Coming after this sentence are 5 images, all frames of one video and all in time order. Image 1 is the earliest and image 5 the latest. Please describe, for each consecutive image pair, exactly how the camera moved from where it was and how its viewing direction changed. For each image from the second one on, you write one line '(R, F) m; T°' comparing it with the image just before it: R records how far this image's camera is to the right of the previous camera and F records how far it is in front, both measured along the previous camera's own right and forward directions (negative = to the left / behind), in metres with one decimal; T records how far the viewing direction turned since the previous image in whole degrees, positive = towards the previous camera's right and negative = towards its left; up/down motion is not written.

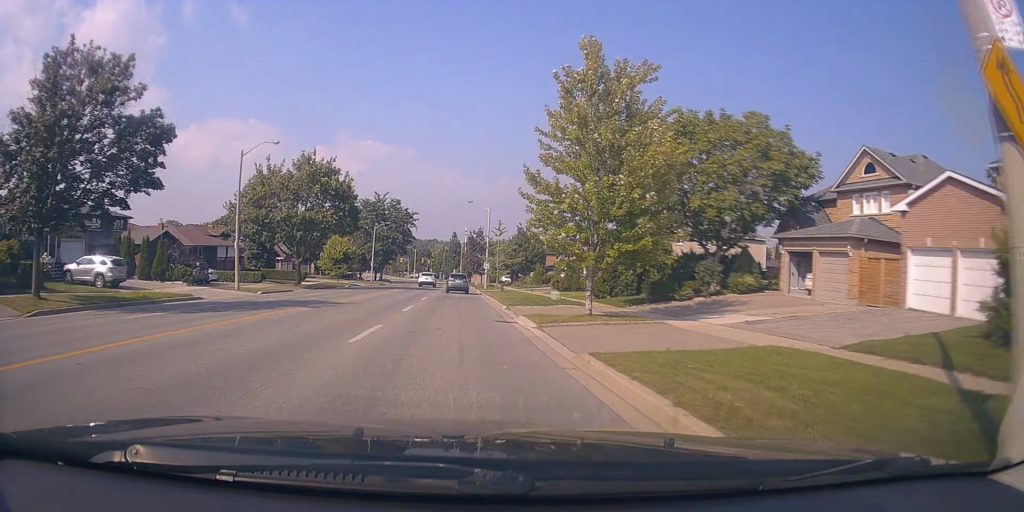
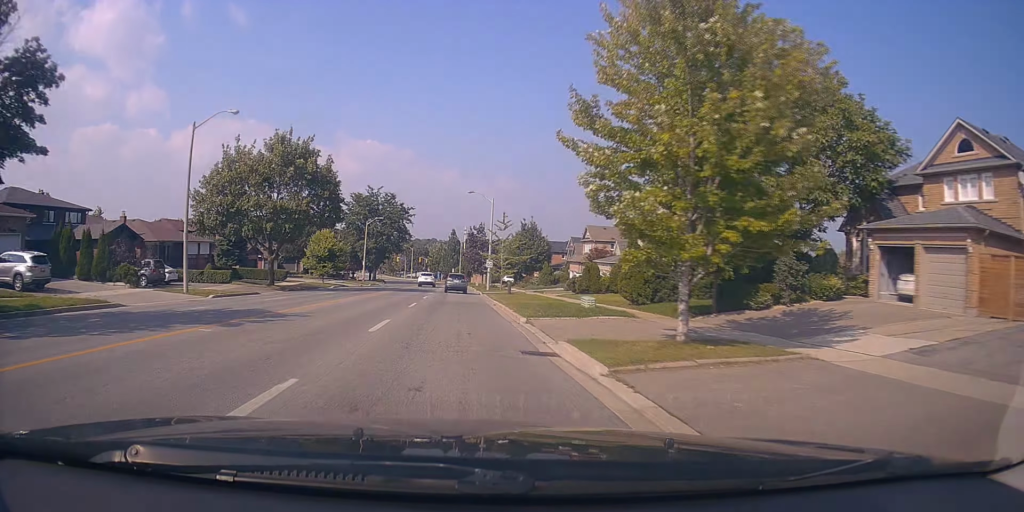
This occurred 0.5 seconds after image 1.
(-0.1, +7.2) m; 0°
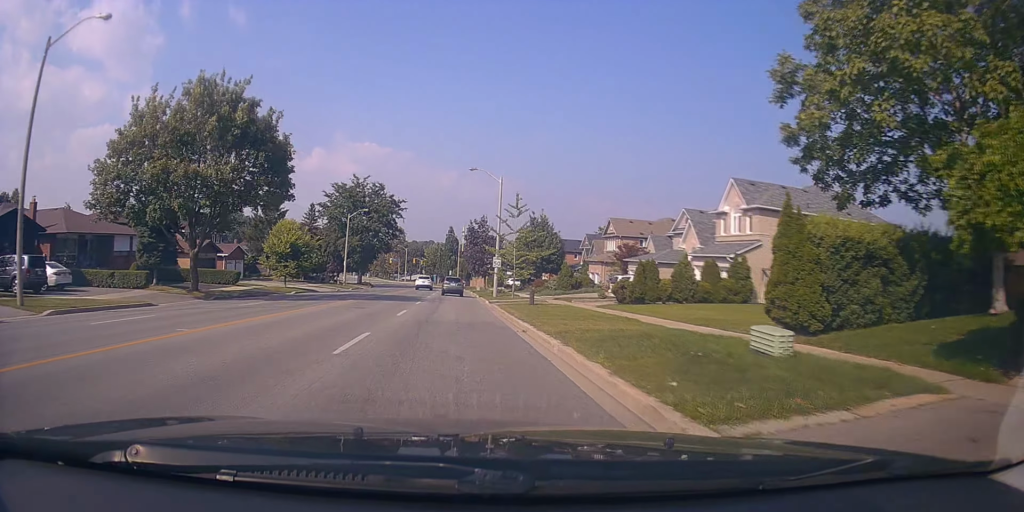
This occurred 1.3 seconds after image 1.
(-0.2, +13.0) m; 0°
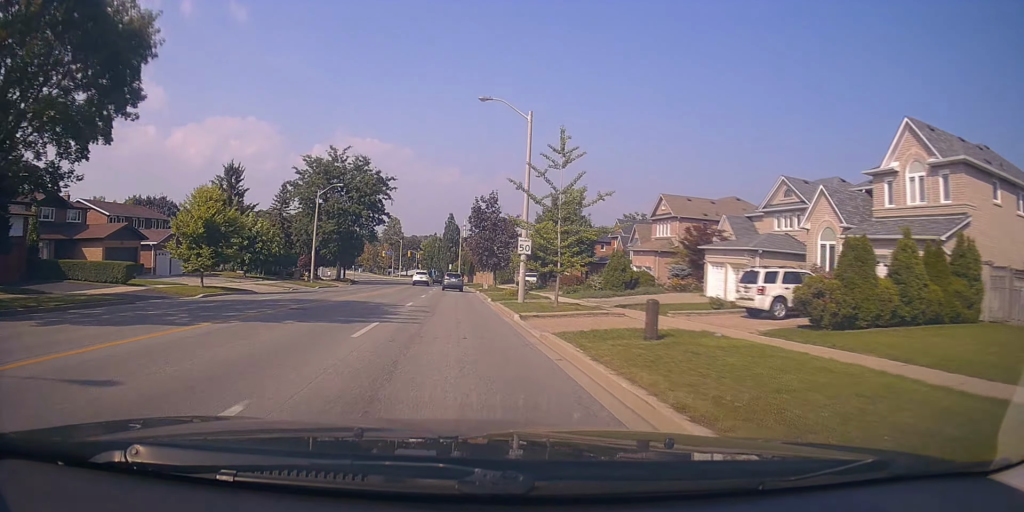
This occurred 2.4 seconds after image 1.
(+0.2, +16.8) m; -1°
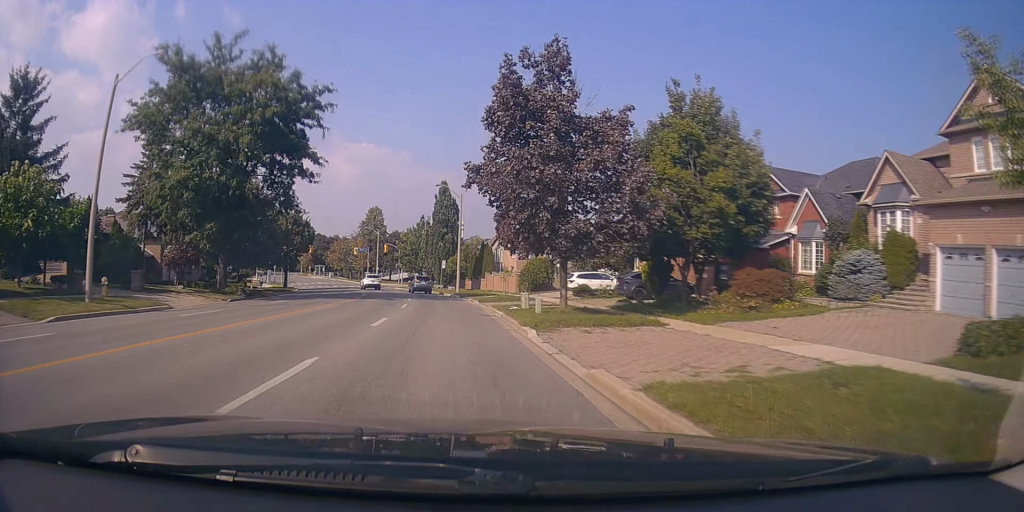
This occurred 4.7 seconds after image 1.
(-0.2, +36.2) m; -1°
